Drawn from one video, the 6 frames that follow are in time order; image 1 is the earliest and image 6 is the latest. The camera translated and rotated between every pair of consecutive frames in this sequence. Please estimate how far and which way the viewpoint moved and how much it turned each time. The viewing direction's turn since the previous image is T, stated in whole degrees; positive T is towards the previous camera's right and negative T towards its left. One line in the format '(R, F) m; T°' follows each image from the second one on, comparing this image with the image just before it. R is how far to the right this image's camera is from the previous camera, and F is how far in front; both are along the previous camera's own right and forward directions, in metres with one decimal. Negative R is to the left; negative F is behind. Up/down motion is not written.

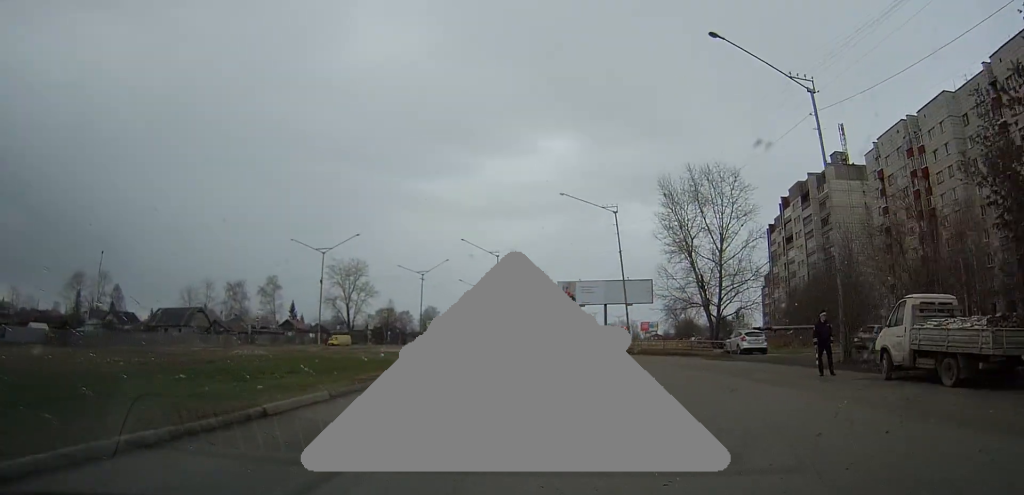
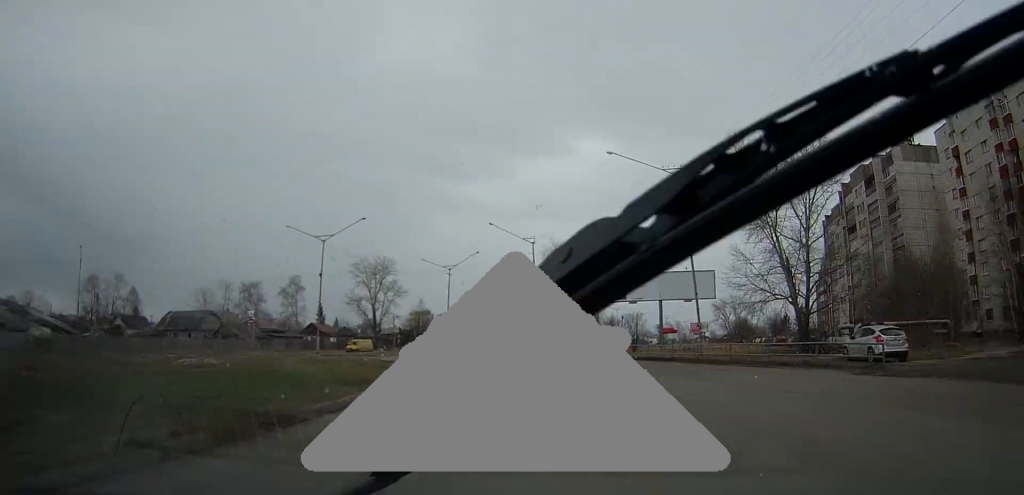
(-0.3, +12.9) m; -3°
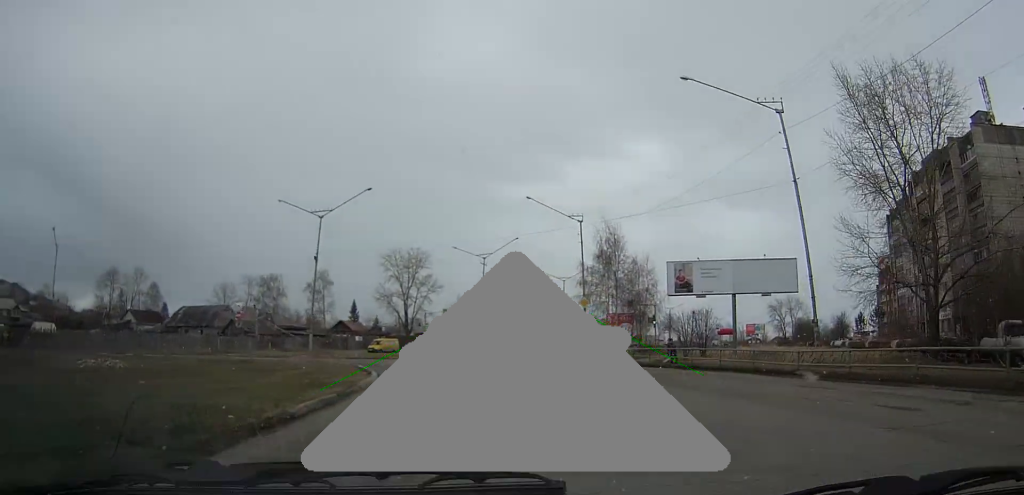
(-0.4, +12.9) m; -4°
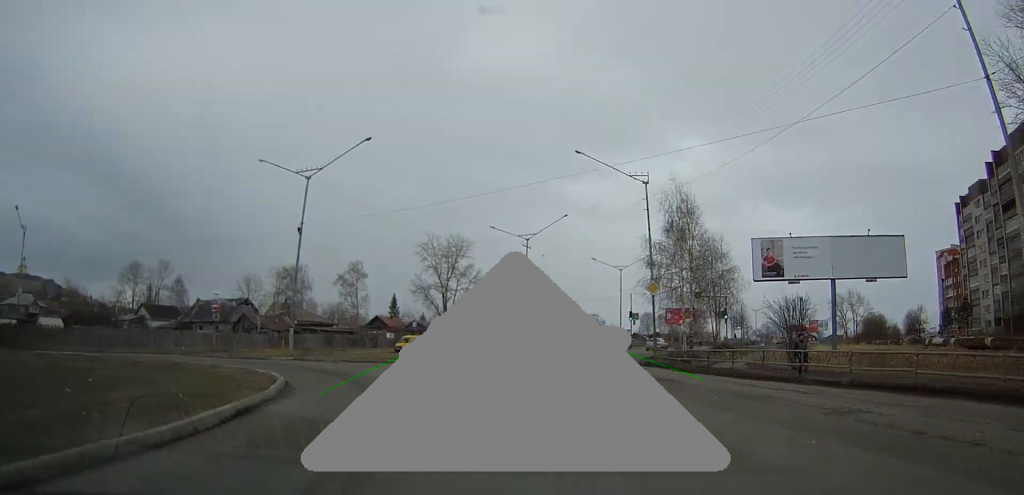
(-0.2, +12.5) m; -5°
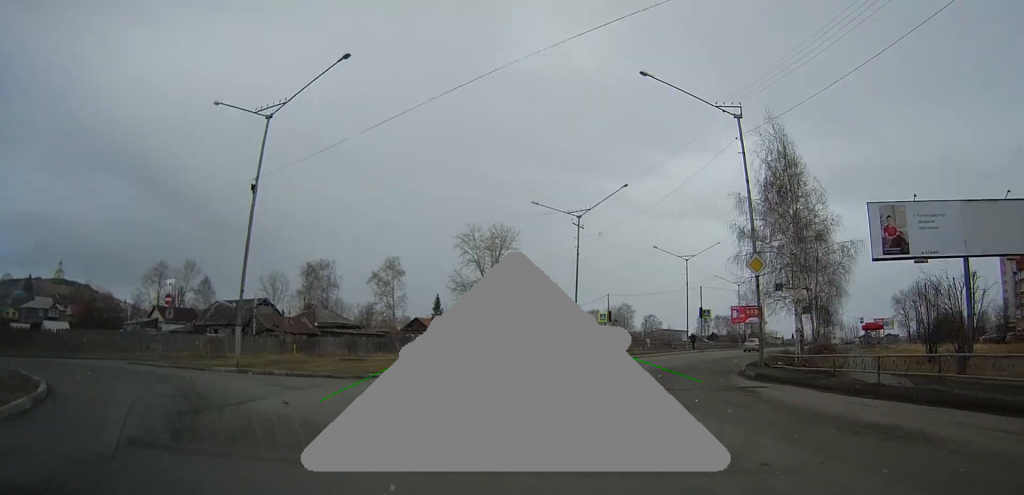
(-0.9, +12.2) m; -4°
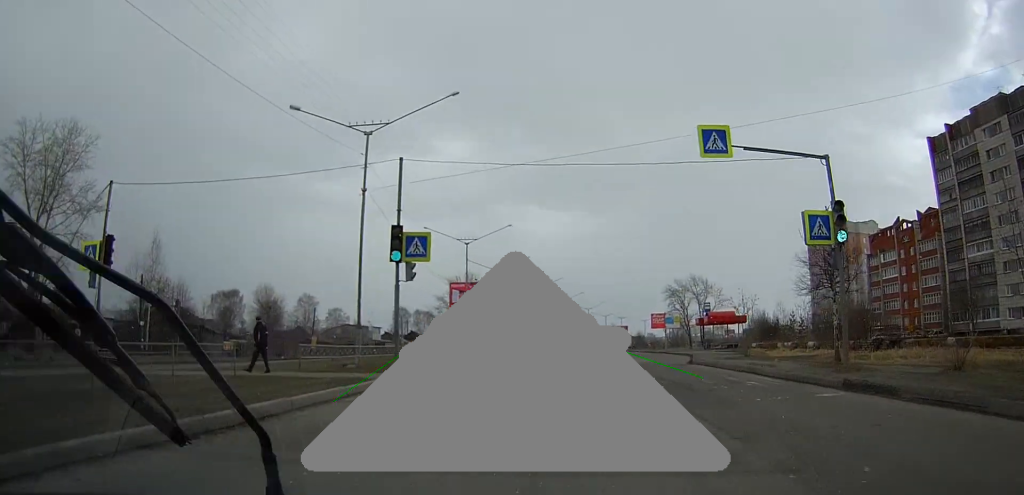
(+6.4, +49.1) m; +21°
